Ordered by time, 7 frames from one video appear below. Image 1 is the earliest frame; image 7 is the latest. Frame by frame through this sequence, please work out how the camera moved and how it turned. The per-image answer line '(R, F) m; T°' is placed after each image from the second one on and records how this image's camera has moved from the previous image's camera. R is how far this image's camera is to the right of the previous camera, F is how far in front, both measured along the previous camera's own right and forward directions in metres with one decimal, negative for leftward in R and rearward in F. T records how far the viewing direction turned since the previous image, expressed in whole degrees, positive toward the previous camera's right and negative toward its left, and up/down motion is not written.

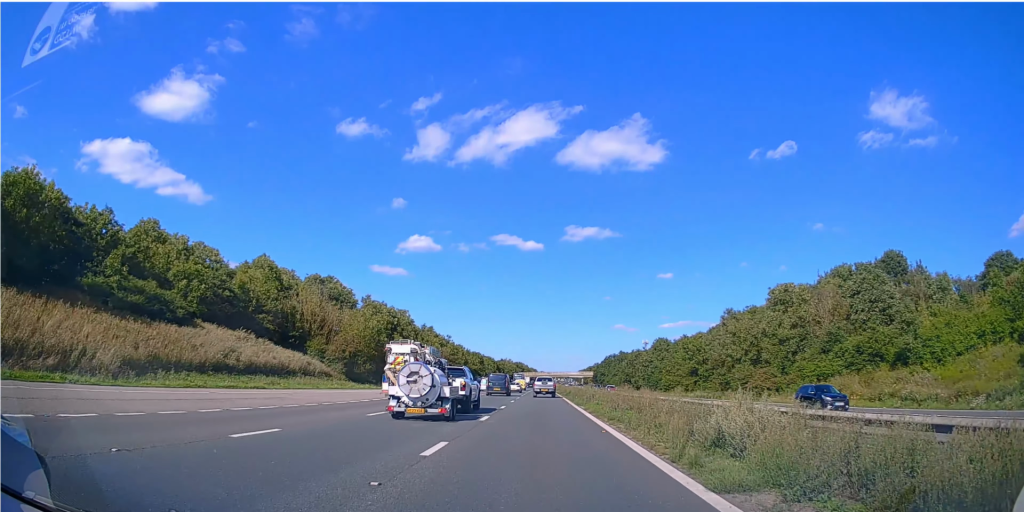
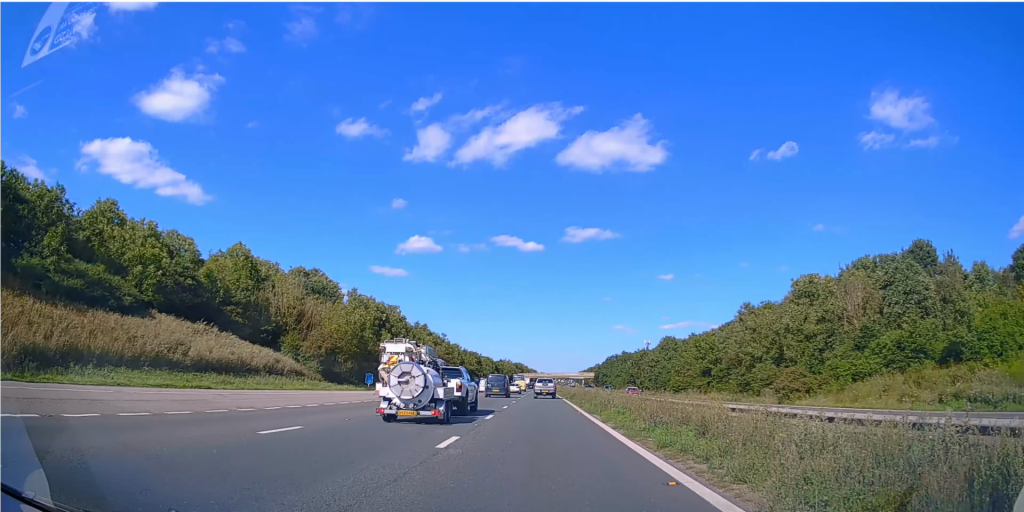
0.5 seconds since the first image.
(+0.2, +8.1) m; 0°
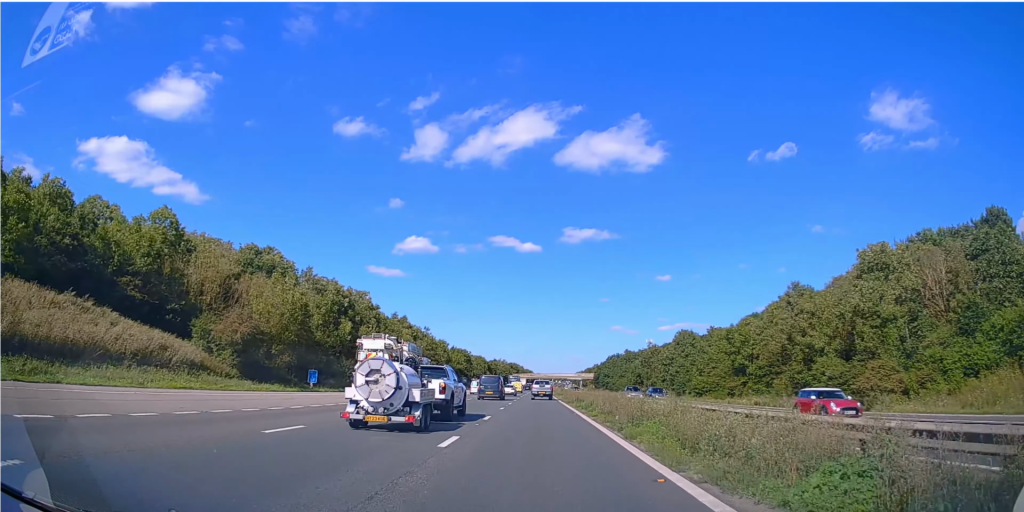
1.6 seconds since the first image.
(-0.3, +18.7) m; -1°
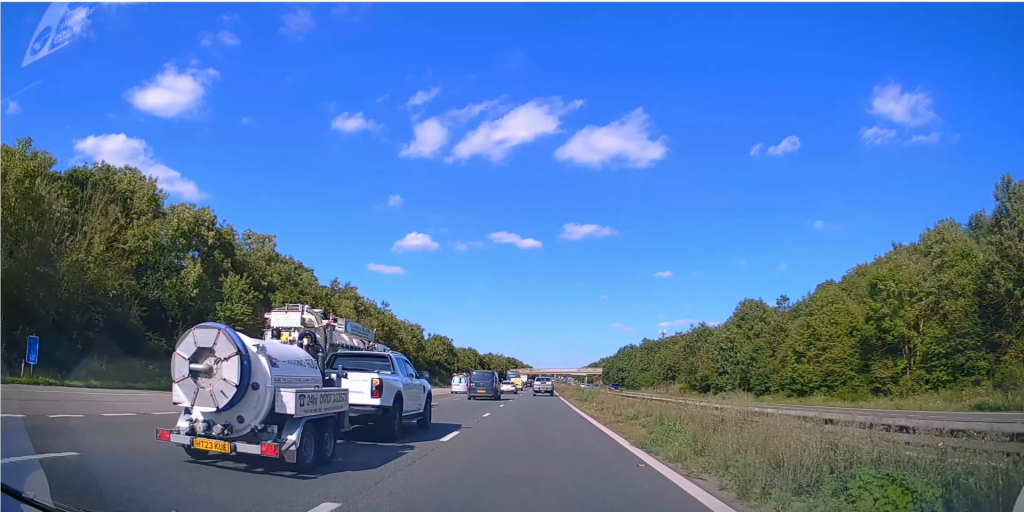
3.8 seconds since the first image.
(+0.5, +37.9) m; +1°
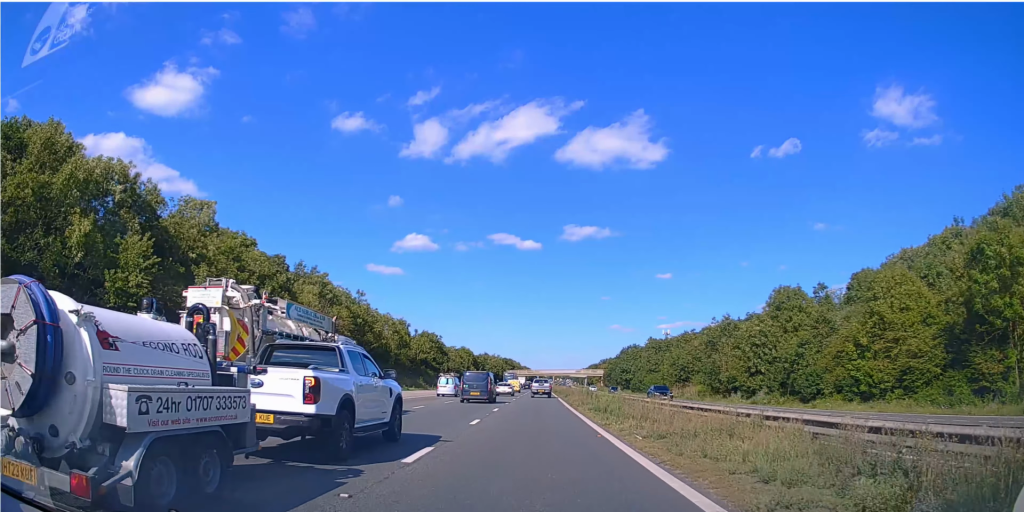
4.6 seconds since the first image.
(-0.1, +14.2) m; 0°
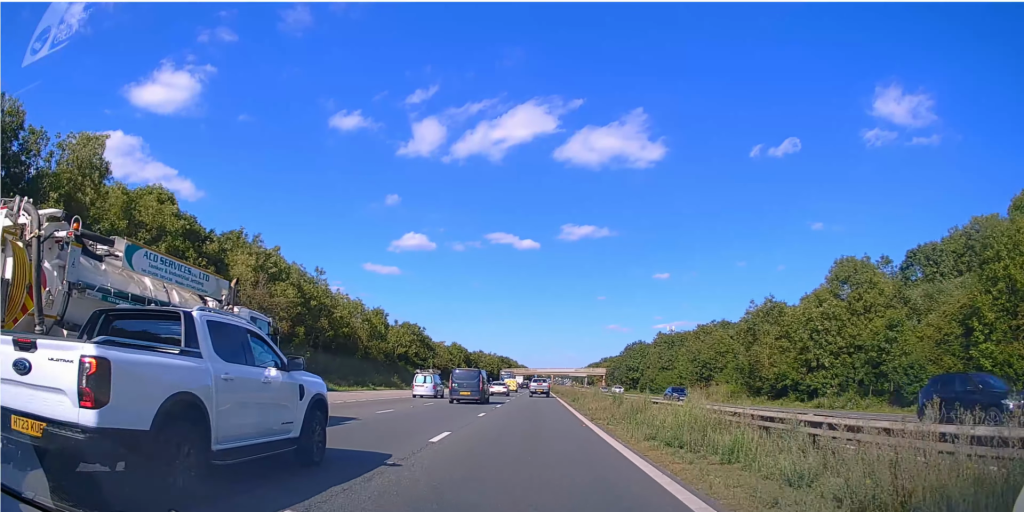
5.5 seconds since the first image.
(+0.1, +18.7) m; 0°
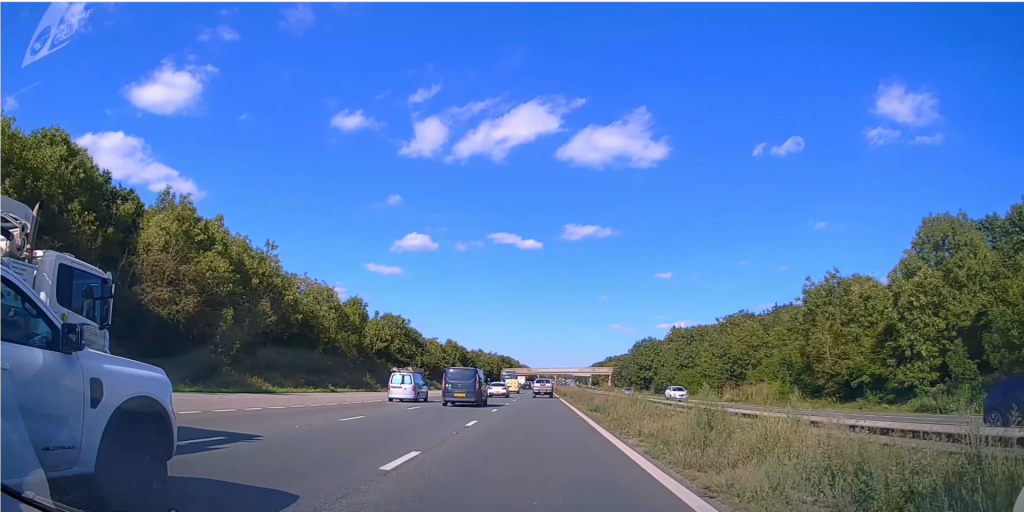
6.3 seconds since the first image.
(0.0, +14.7) m; 0°
